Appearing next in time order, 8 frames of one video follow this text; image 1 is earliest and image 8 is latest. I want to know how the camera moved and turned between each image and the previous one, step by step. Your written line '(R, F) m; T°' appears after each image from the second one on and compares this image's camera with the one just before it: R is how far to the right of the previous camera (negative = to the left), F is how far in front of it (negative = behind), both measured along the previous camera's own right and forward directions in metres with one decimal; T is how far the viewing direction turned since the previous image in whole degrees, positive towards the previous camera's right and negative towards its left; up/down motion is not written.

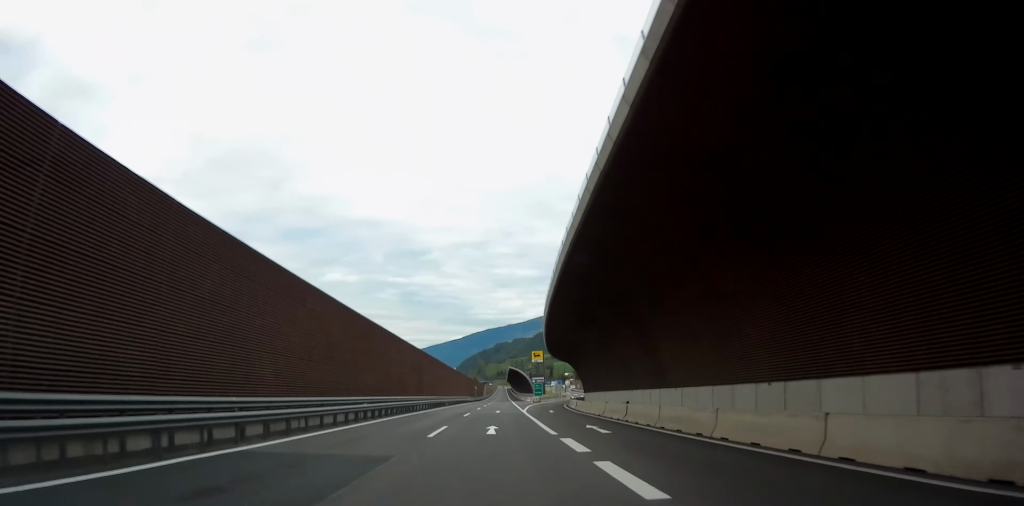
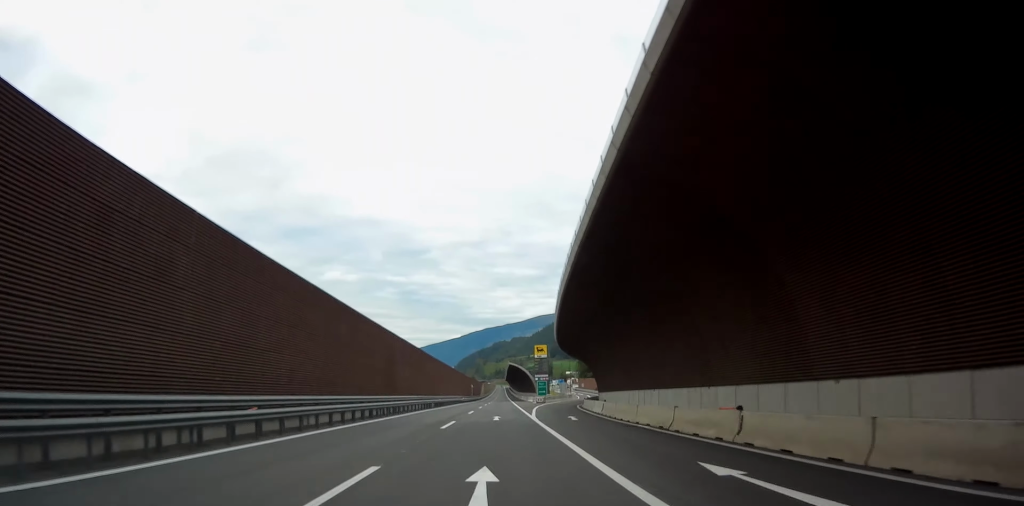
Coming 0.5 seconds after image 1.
(-0.3, +13.6) m; 0°
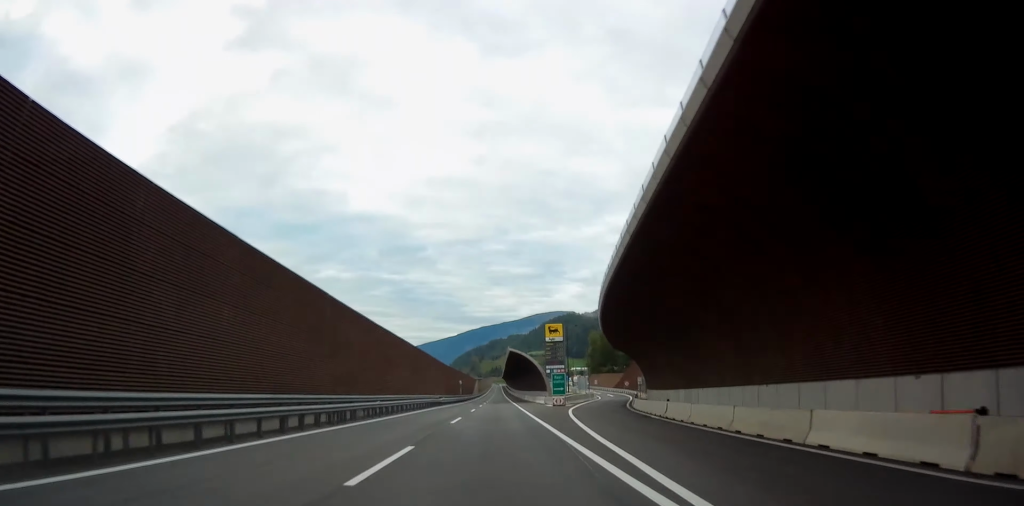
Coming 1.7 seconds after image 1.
(+0.7, +32.1) m; +1°
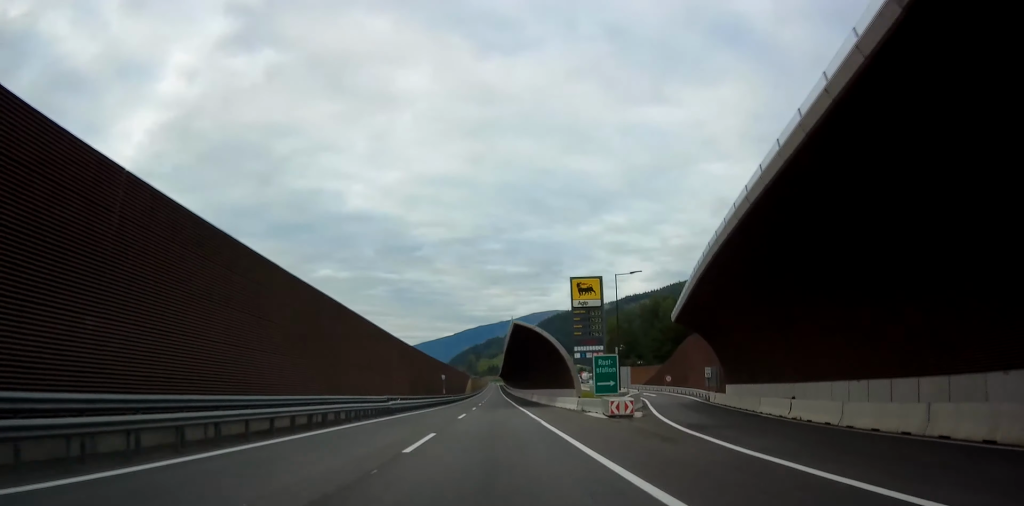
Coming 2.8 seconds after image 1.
(0.0, +30.9) m; 0°
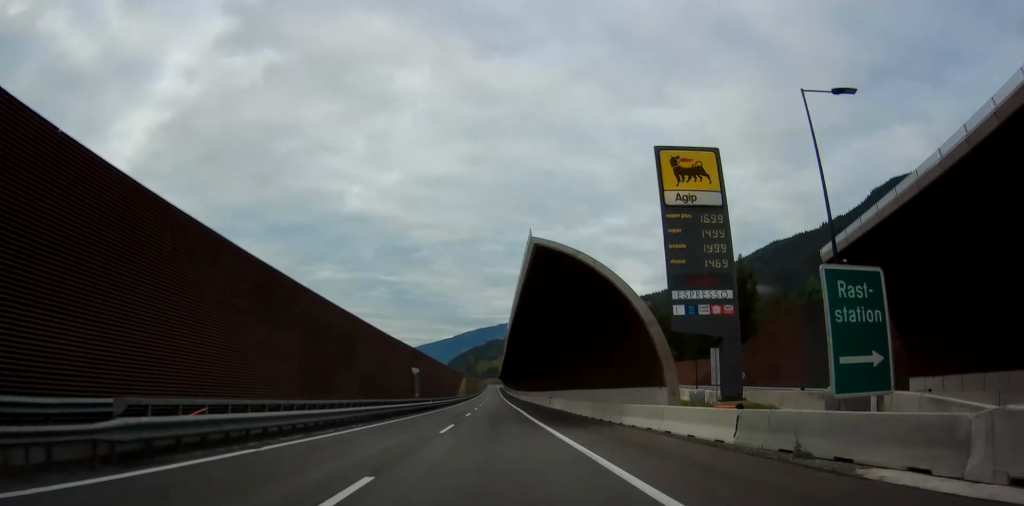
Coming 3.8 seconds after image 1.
(0.0, +27.7) m; 0°
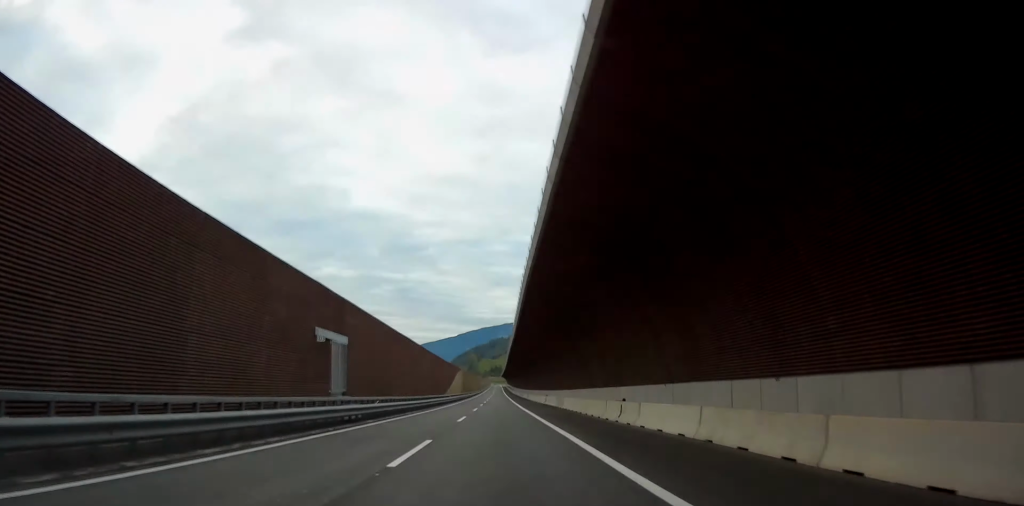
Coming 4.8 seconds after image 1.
(-0.1, +29.1) m; 0°
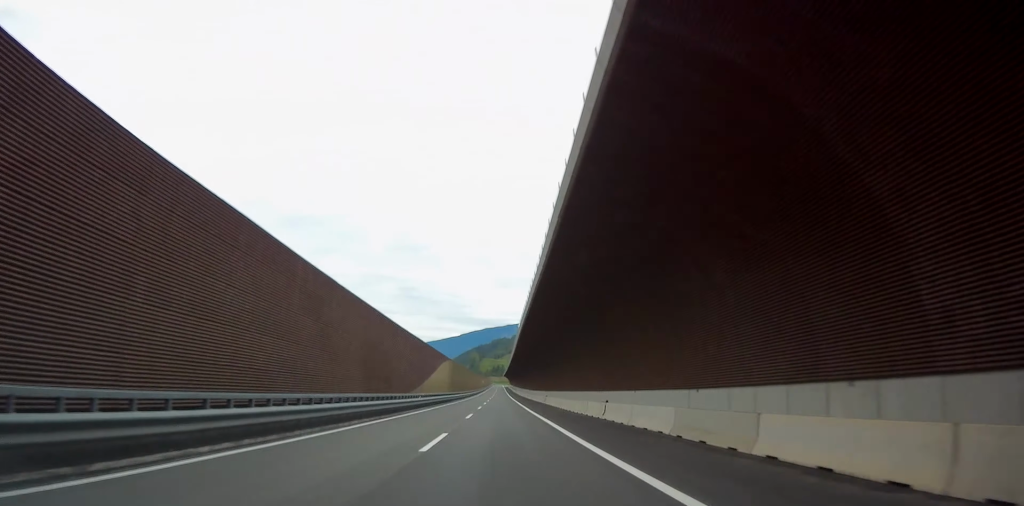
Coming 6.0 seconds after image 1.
(+0.2, +32.9) m; +1°
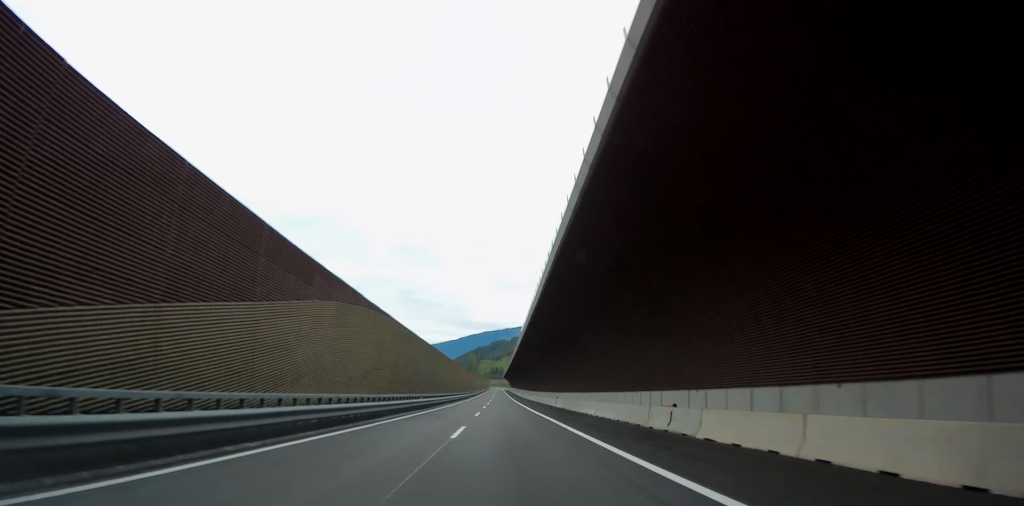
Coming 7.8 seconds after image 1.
(-0.2, +49.6) m; 0°
